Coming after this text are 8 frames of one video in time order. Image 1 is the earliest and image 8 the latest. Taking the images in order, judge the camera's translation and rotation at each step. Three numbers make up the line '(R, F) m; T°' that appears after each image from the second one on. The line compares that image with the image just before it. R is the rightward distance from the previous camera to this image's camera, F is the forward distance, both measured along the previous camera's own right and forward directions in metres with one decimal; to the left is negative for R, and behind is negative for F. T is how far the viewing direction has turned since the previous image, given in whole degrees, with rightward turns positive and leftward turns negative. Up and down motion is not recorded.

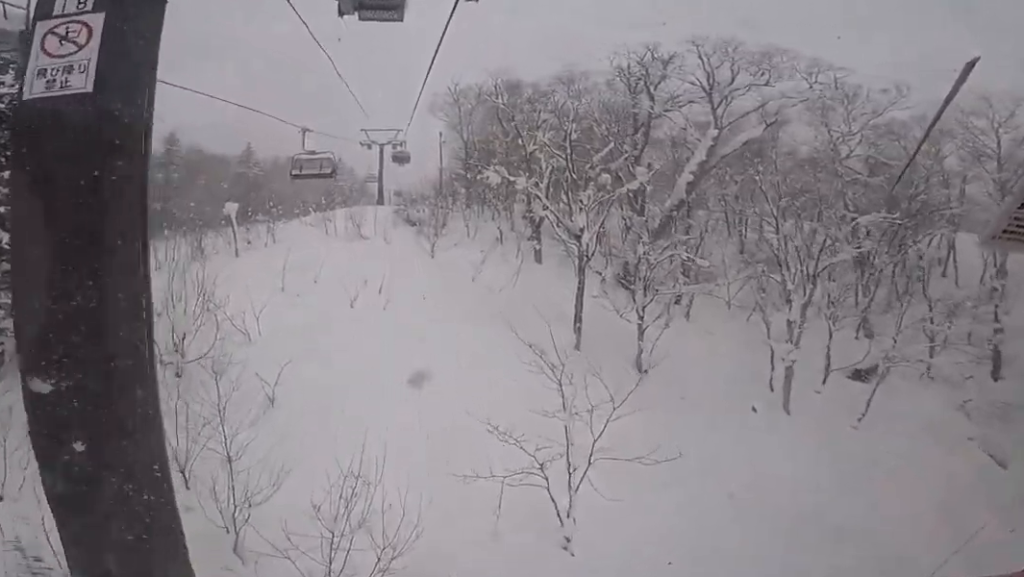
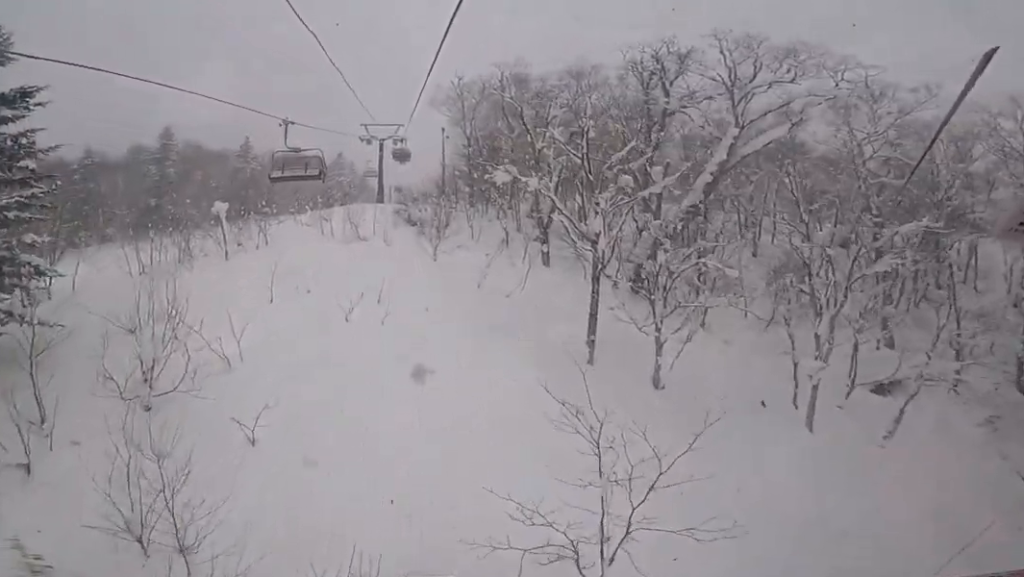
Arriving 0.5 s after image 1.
(-0.1, +1.9) m; +4°
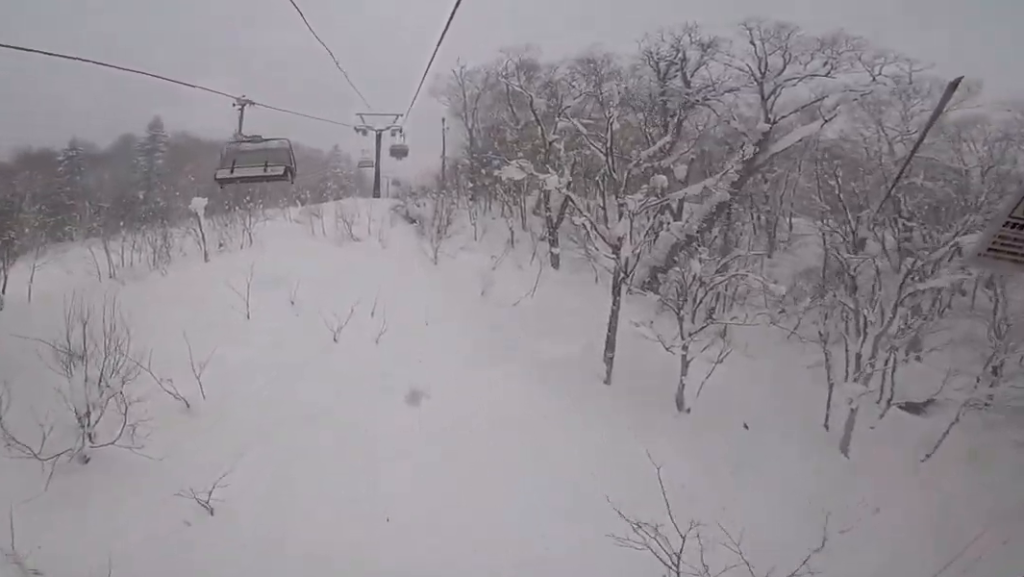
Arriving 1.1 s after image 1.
(+0.4, +2.7) m; -1°
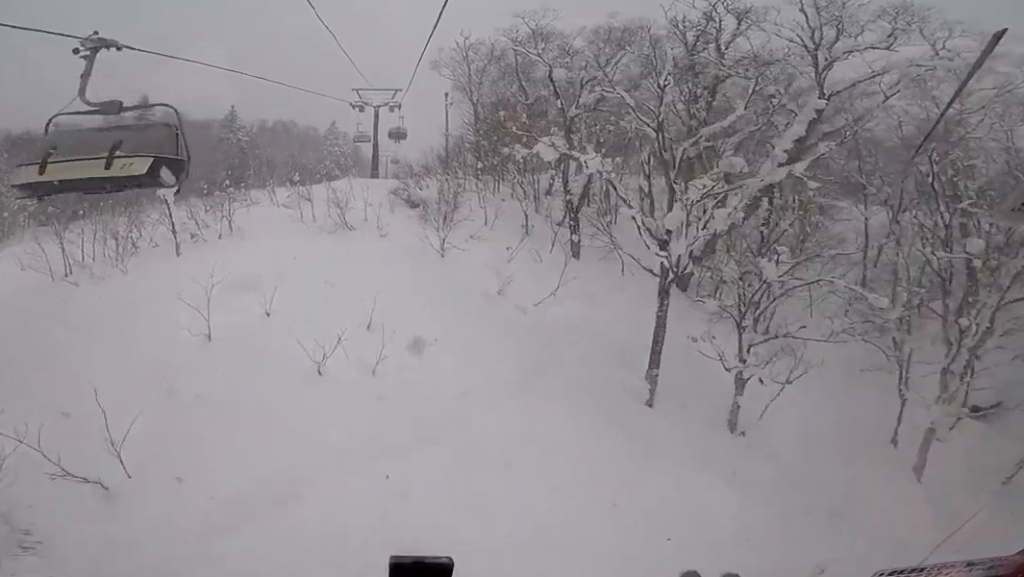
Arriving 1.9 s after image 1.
(-0.2, +3.6) m; -5°
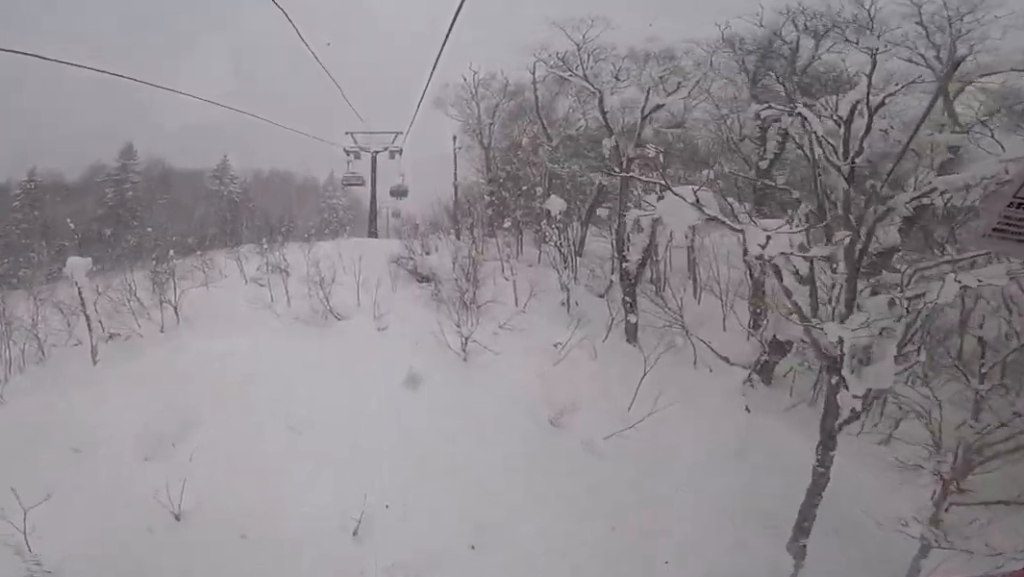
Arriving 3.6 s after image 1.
(-0.2, +7.0) m; +5°
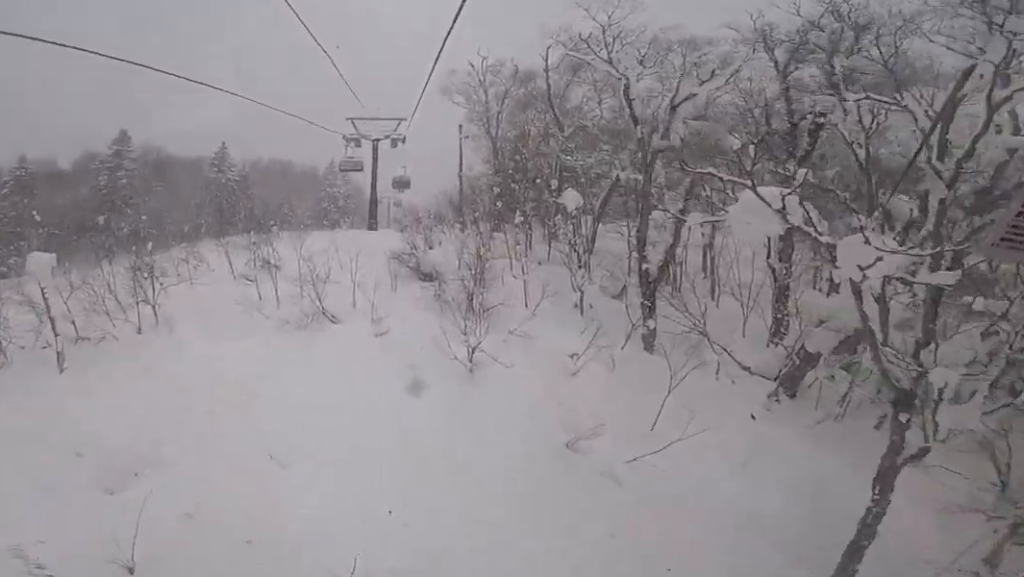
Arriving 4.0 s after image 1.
(+0.3, +1.8) m; 0°
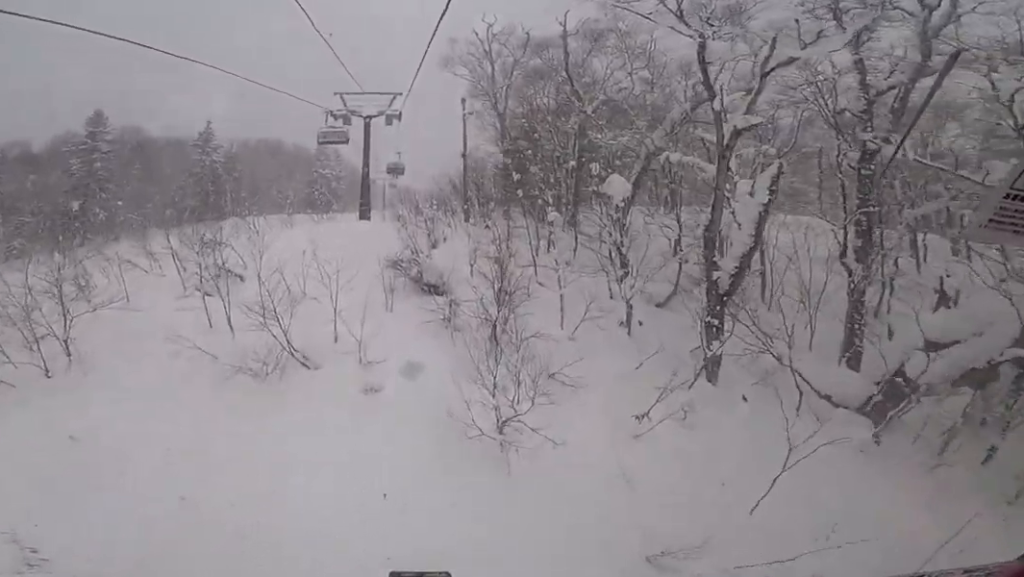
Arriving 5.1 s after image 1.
(-0.2, +4.9) m; -7°
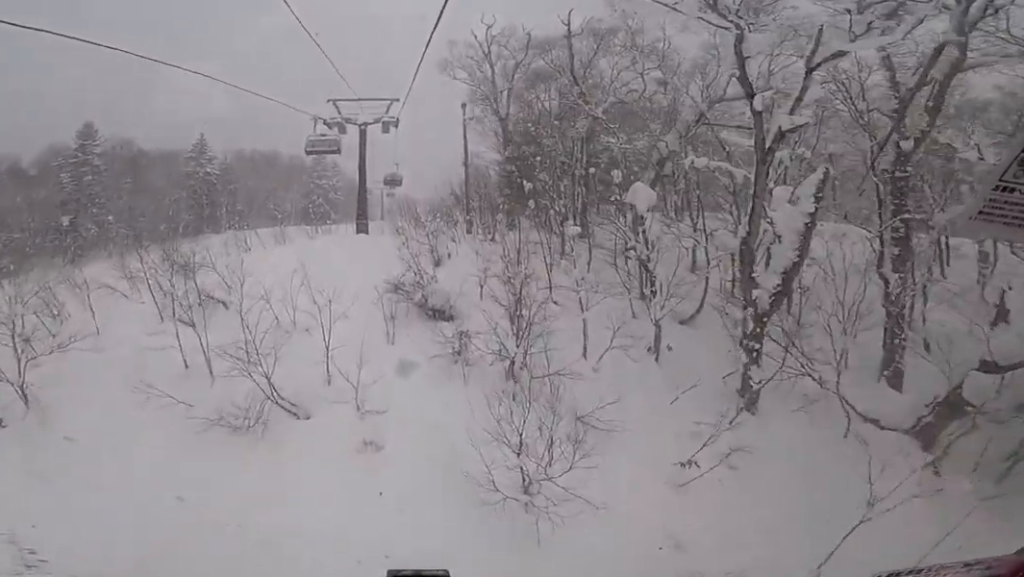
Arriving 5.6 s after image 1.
(-0.1, +1.8) m; -2°
